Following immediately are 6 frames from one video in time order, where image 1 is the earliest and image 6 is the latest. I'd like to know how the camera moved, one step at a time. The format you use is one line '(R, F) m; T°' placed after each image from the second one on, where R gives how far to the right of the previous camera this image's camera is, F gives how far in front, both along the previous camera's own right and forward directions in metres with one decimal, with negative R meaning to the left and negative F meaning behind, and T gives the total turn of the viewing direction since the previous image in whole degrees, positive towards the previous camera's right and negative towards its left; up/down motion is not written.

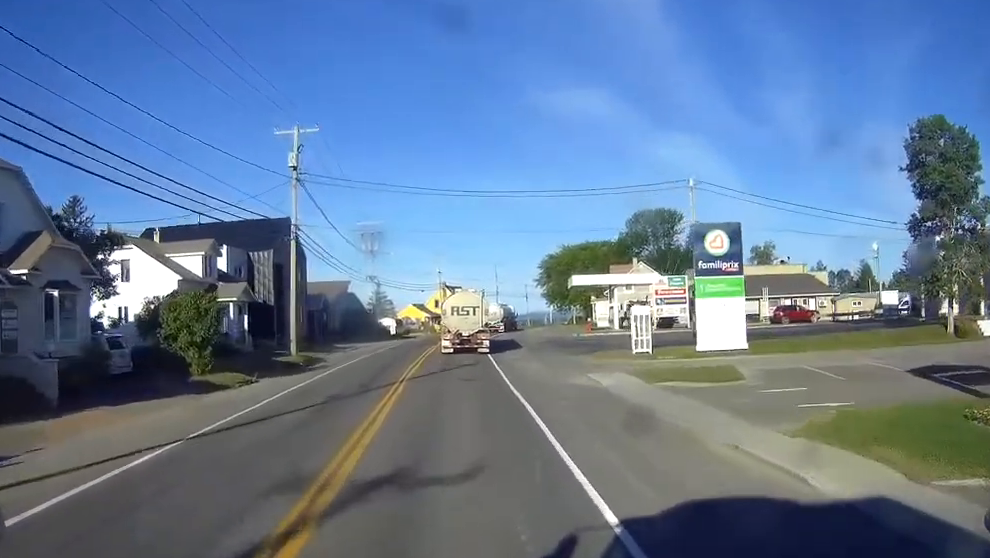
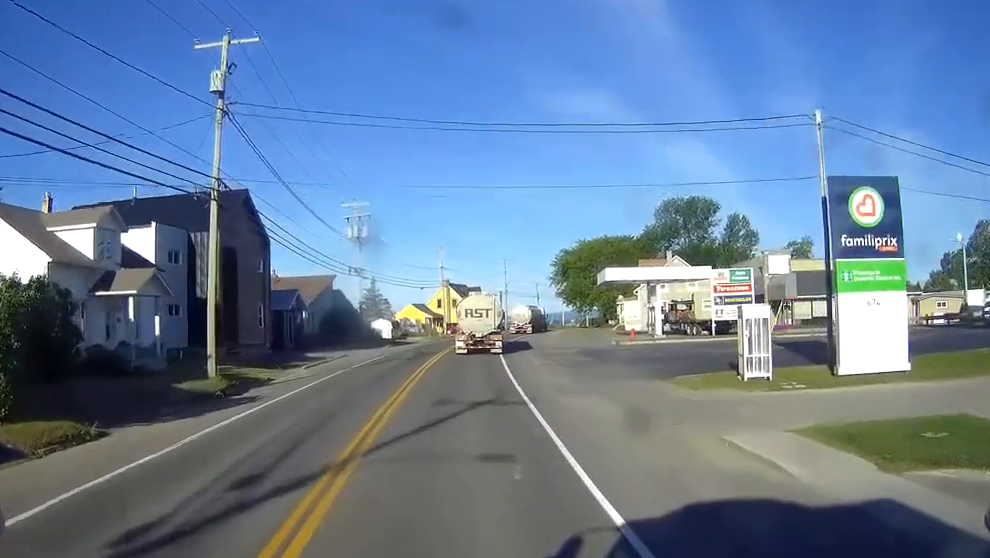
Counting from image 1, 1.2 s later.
(+0.3, +15.6) m; +2°
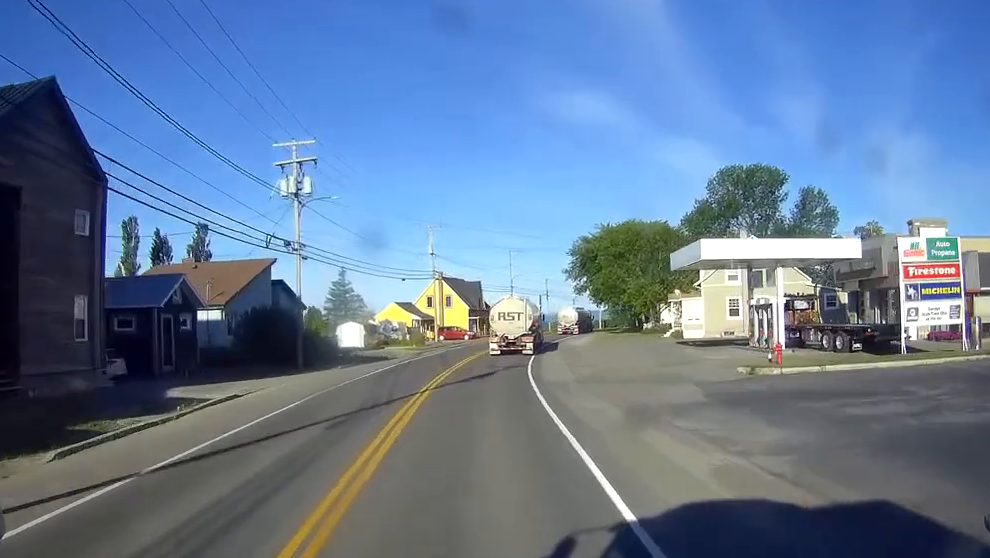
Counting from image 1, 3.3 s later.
(+0.3, +27.0) m; +1°
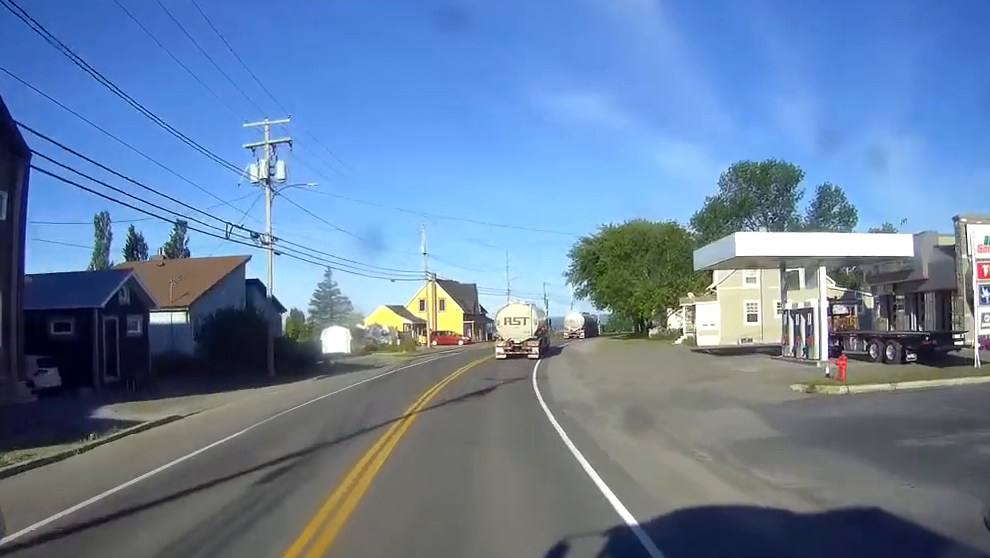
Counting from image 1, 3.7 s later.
(0.0, +5.8) m; 0°
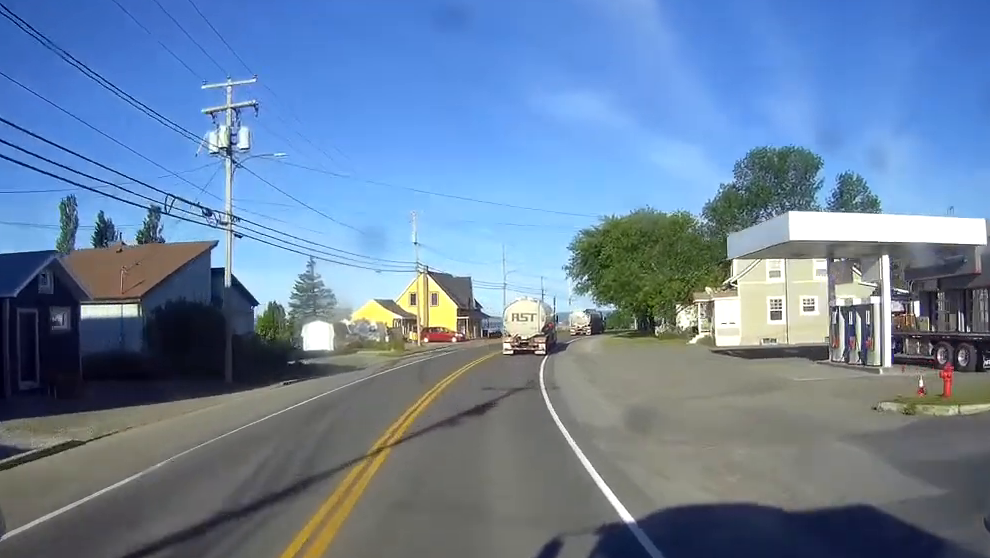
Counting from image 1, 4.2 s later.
(-0.1, +6.3) m; 0°
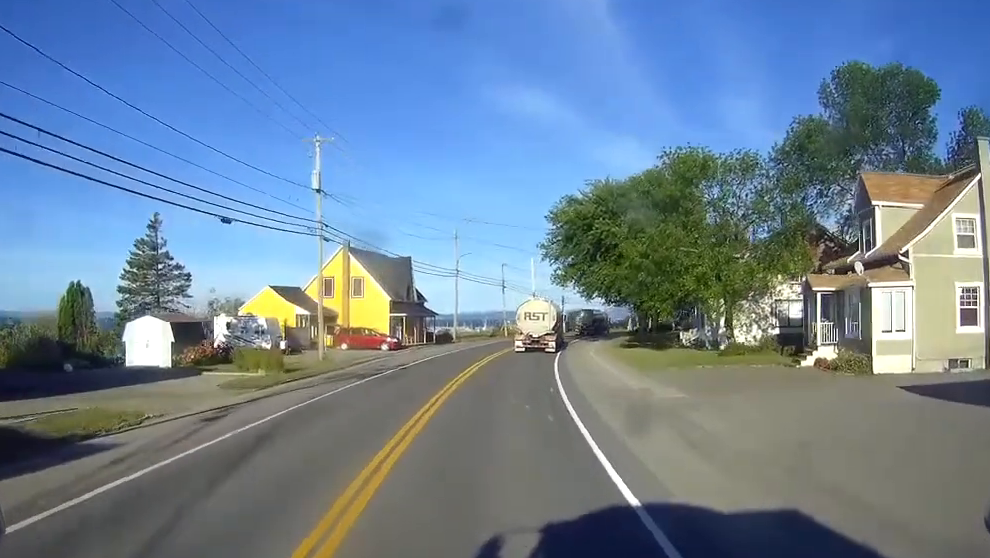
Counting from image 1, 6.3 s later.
(+0.8, +29.0) m; +3°
